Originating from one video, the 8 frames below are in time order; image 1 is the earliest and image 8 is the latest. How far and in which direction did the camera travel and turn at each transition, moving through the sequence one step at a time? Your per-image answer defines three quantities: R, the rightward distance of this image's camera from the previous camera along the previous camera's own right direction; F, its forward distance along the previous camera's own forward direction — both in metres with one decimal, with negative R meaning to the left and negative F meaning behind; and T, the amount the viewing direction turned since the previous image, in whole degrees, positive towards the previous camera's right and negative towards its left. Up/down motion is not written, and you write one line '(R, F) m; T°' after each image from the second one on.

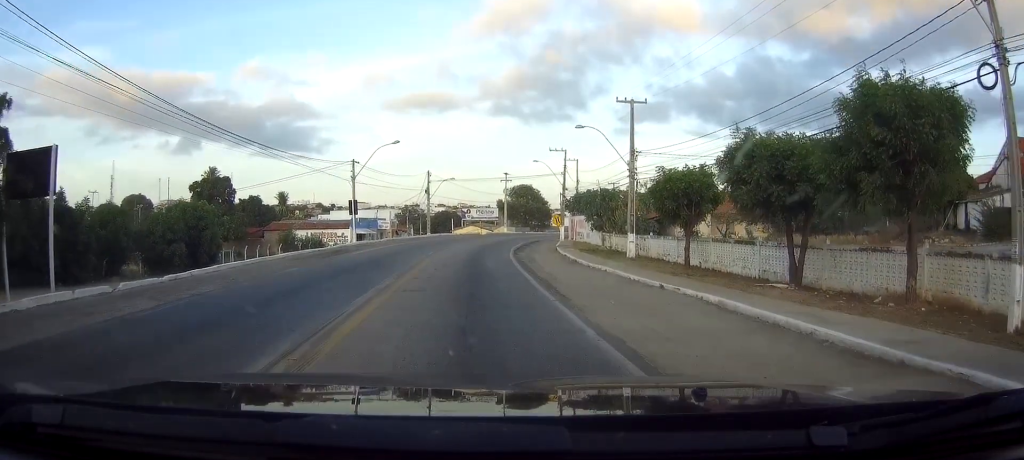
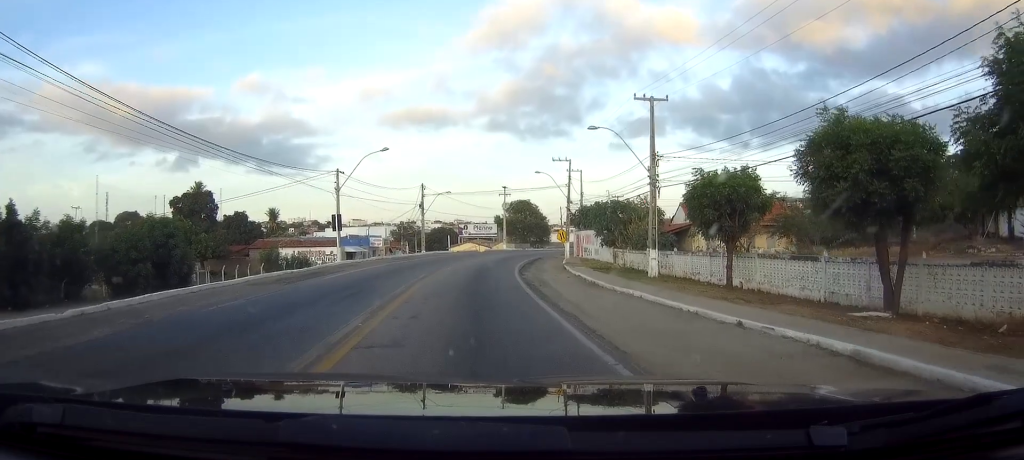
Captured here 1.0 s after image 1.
(0.0, +5.0) m; -1°
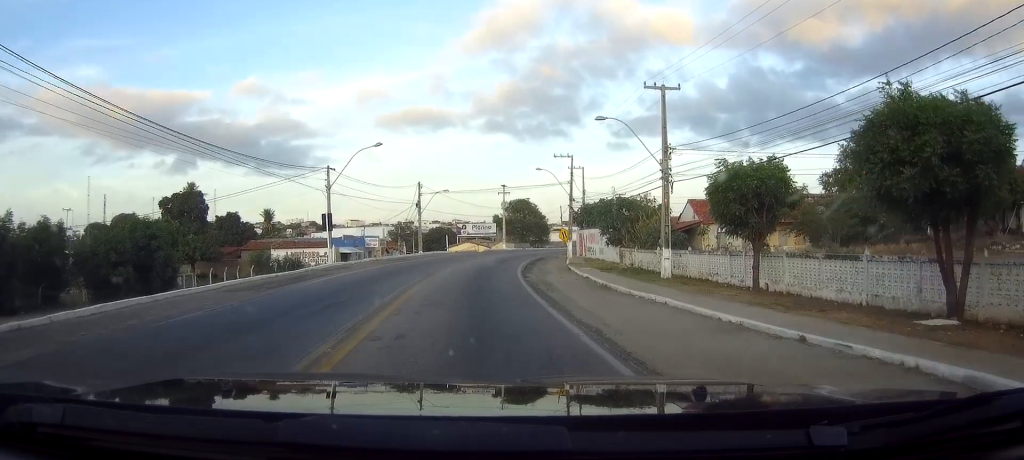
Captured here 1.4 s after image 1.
(-0.1, +2.4) m; 0°
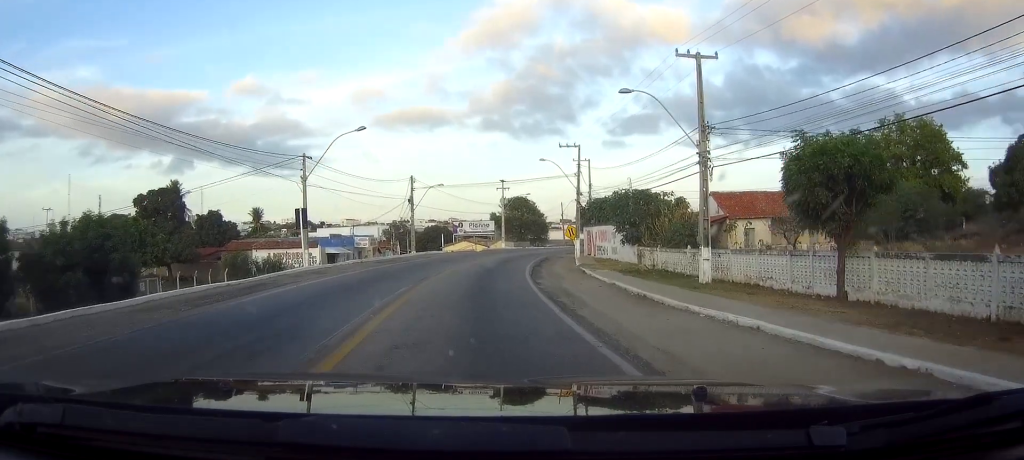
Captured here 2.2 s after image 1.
(0.0, +5.6) m; +1°
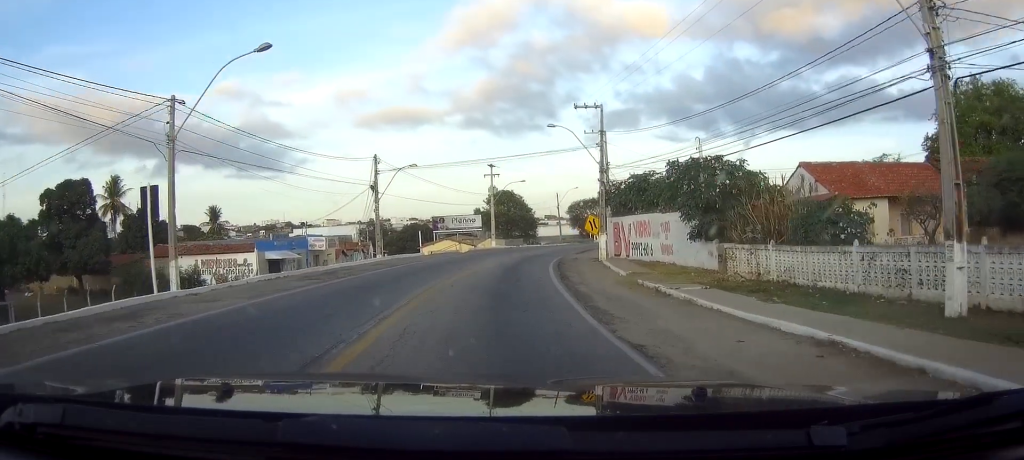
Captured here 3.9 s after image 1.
(+0.1, +15.3) m; +1°
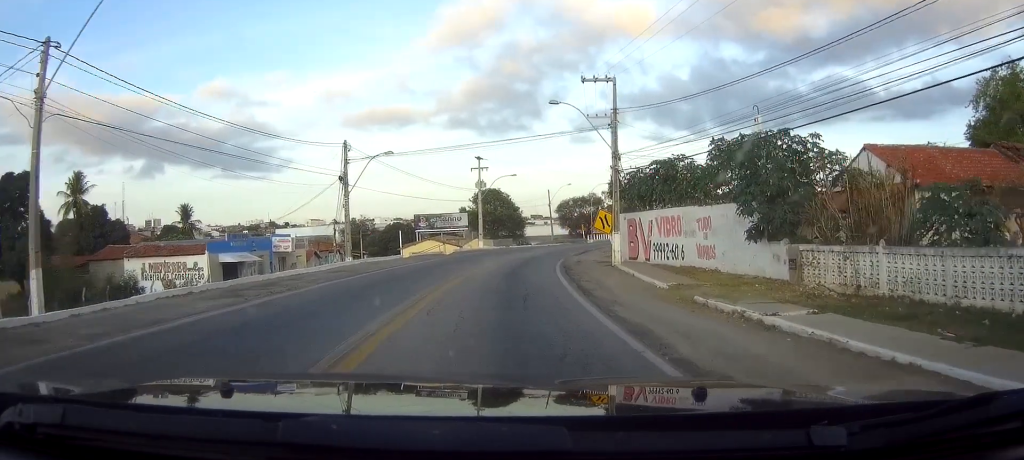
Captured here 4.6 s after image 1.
(-0.1, +7.3) m; +3°
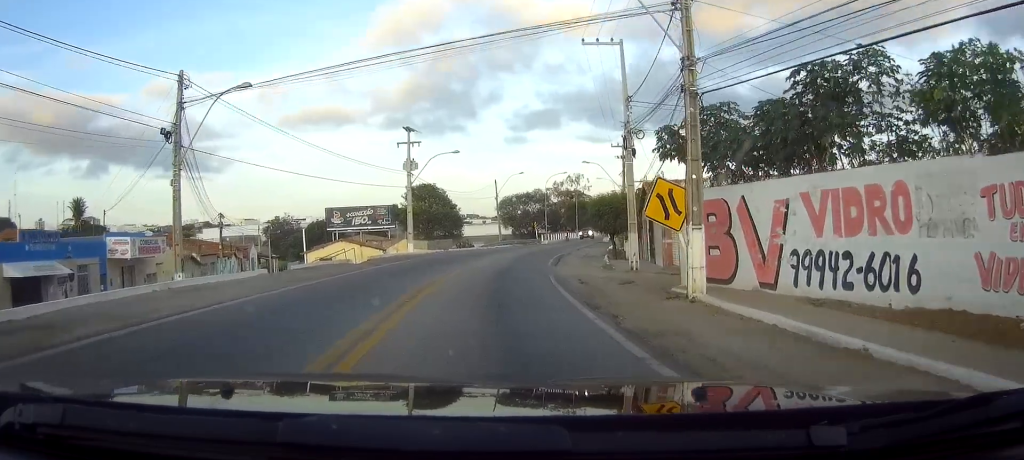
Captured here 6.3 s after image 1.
(+1.8, +19.0) m; +8°
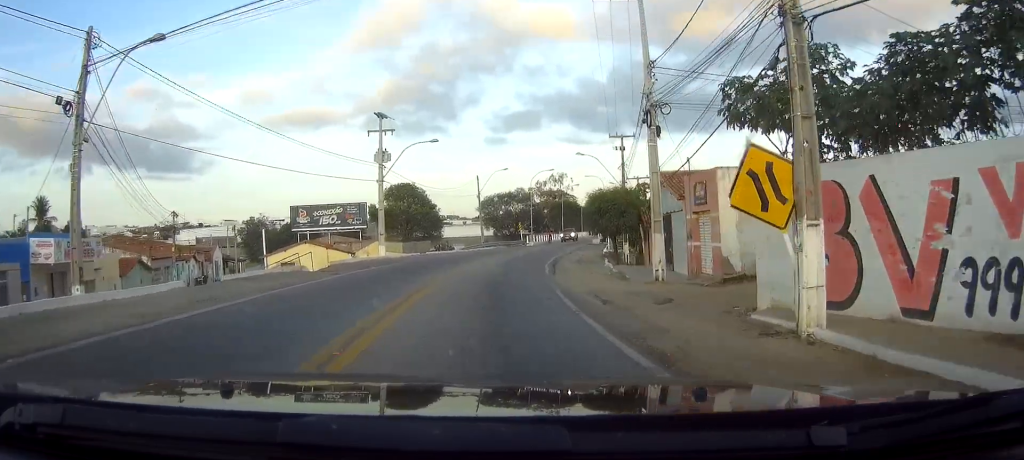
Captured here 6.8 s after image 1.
(+0.1, +6.0) m; +1°
